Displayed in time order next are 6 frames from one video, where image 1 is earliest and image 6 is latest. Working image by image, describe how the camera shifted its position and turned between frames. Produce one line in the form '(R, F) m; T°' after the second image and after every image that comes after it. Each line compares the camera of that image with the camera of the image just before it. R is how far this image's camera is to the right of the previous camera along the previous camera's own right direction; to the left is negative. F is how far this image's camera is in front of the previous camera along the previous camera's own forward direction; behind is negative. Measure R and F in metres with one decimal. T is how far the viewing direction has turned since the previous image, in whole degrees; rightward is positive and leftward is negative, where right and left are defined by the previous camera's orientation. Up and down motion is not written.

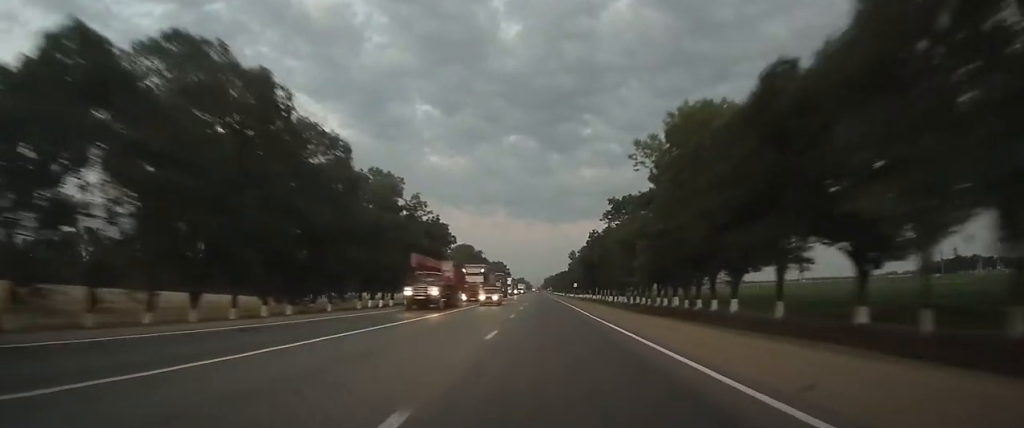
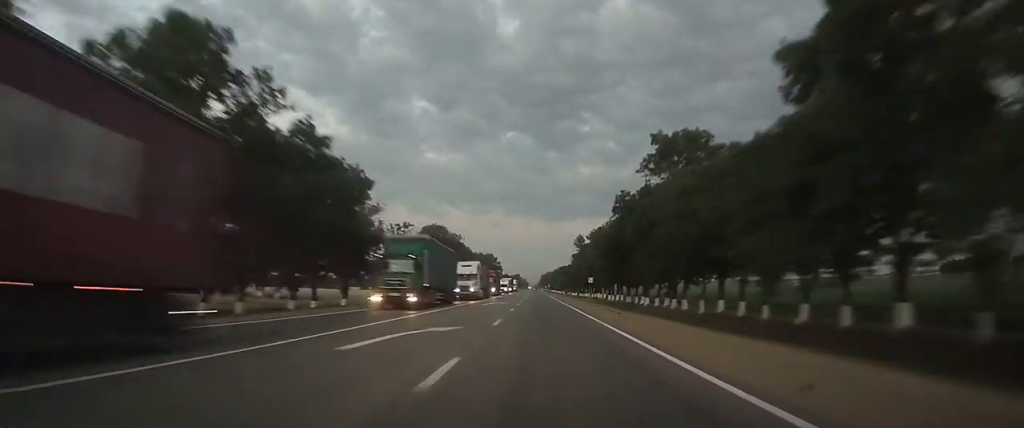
(+0.1, +43.5) m; +1°
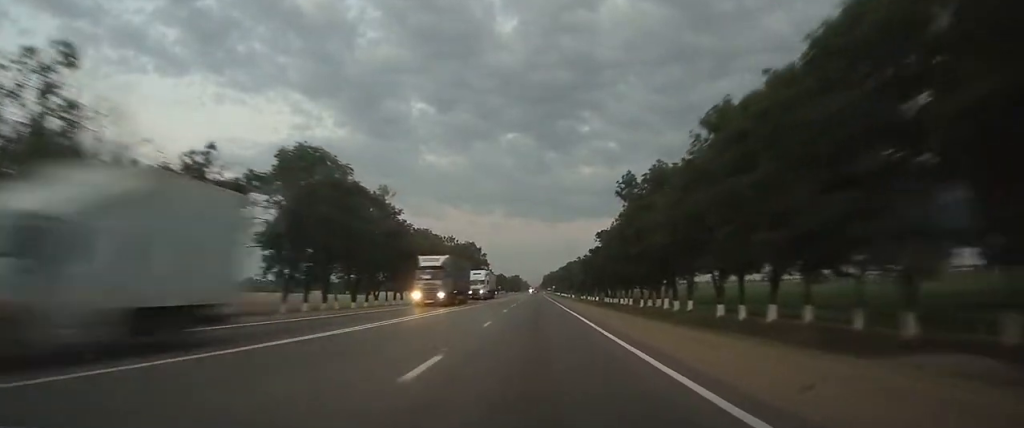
(+0.4, +71.9) m; 0°
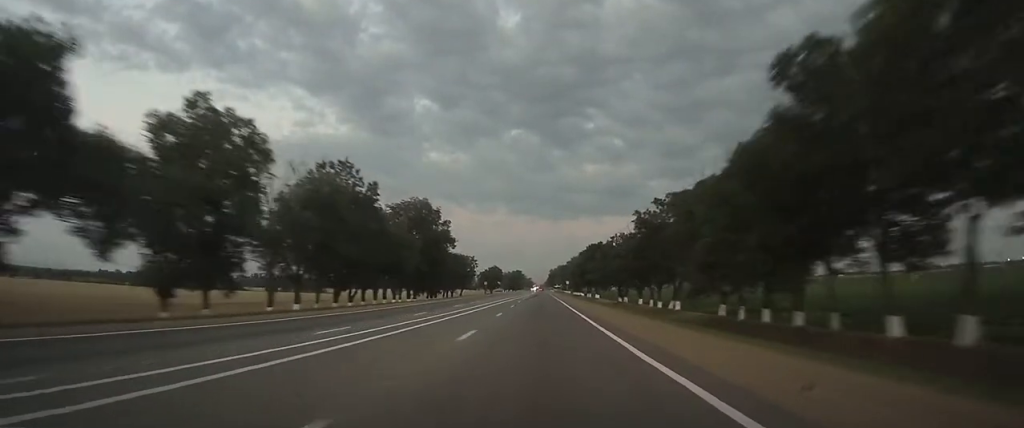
(-1.0, +78.3) m; -1°
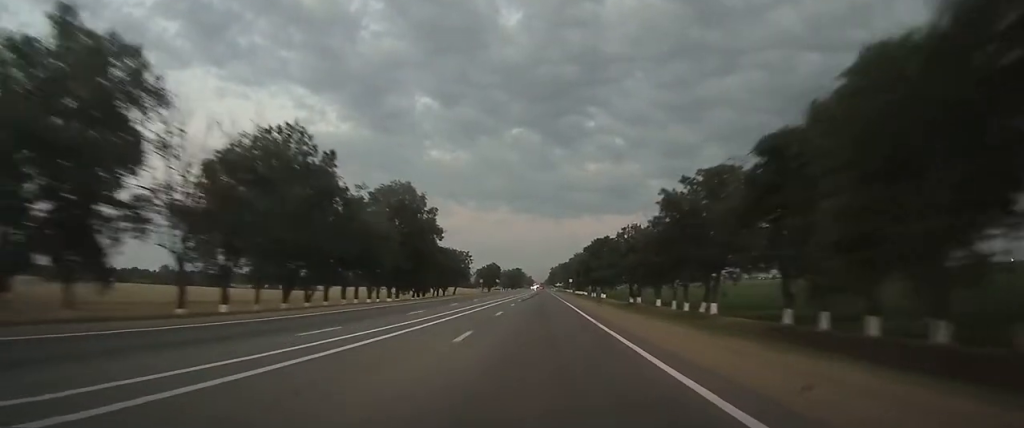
(0.0, +12.9) m; 0°
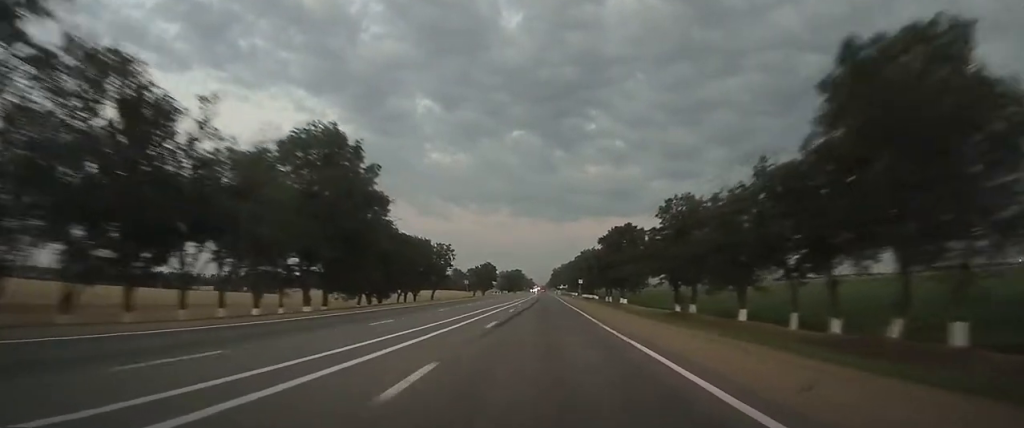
(0.0, +30.8) m; 0°
